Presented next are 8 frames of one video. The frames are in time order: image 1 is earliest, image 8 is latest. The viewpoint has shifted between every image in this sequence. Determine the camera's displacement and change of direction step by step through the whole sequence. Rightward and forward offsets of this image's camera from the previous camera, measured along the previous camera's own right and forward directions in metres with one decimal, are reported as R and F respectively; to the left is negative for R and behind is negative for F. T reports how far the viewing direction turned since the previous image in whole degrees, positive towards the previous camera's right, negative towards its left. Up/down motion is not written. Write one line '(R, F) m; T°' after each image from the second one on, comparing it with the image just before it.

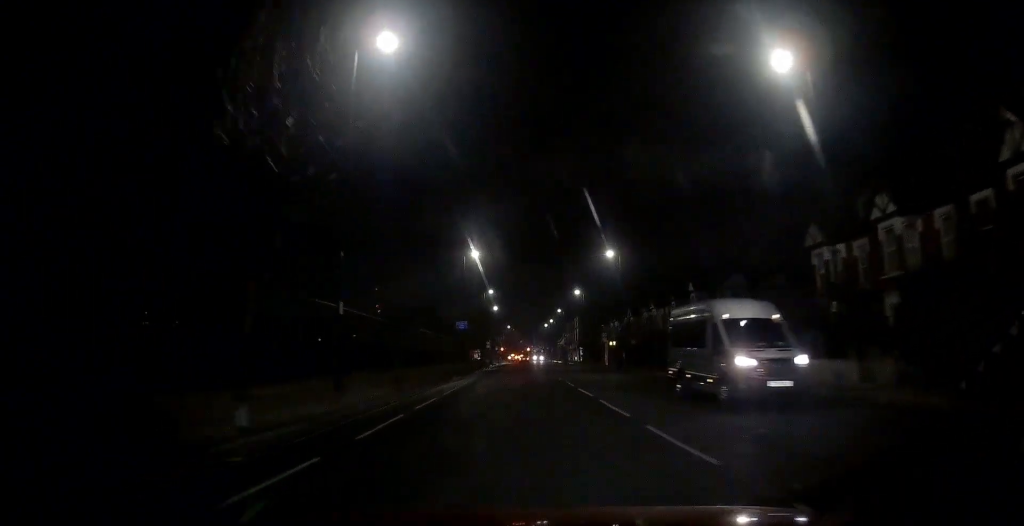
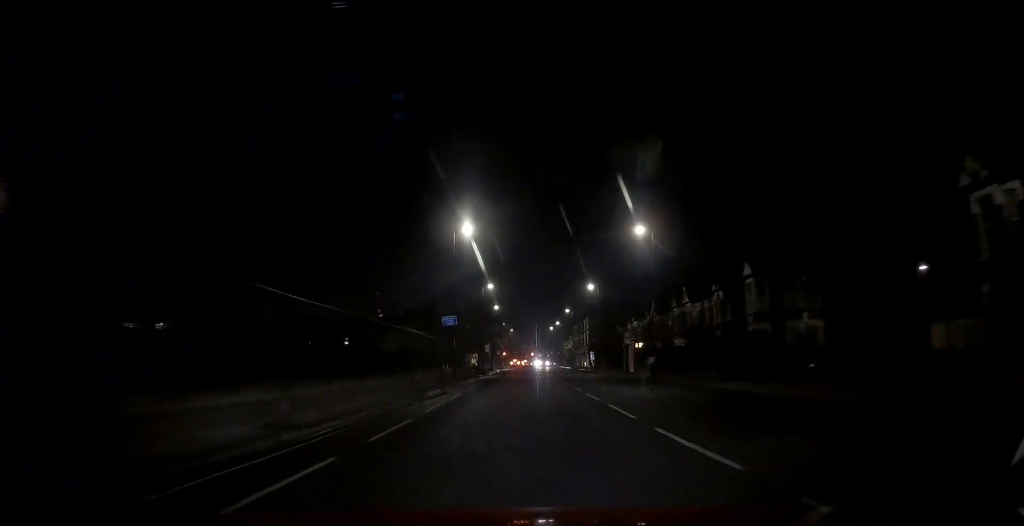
(0.0, +12.1) m; -1°
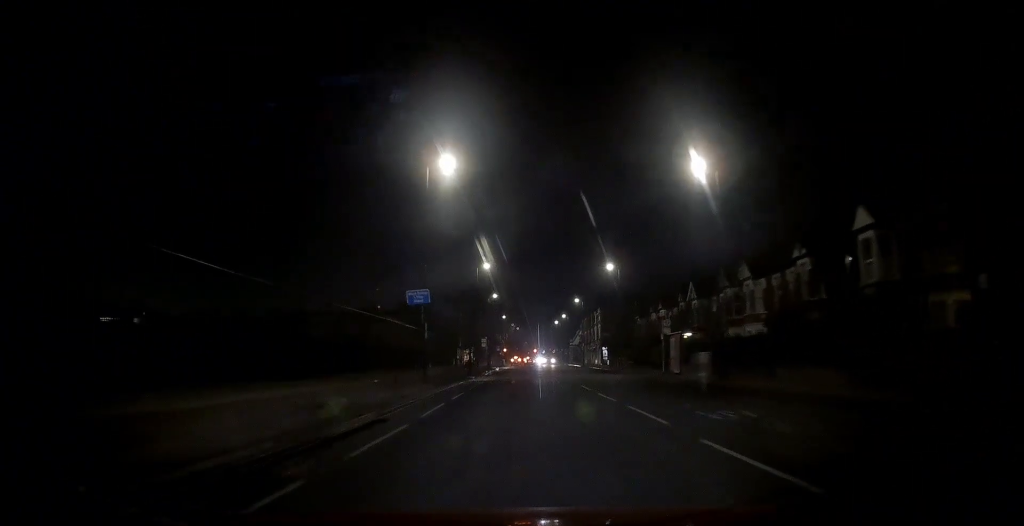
(-0.1, +14.0) m; -1°
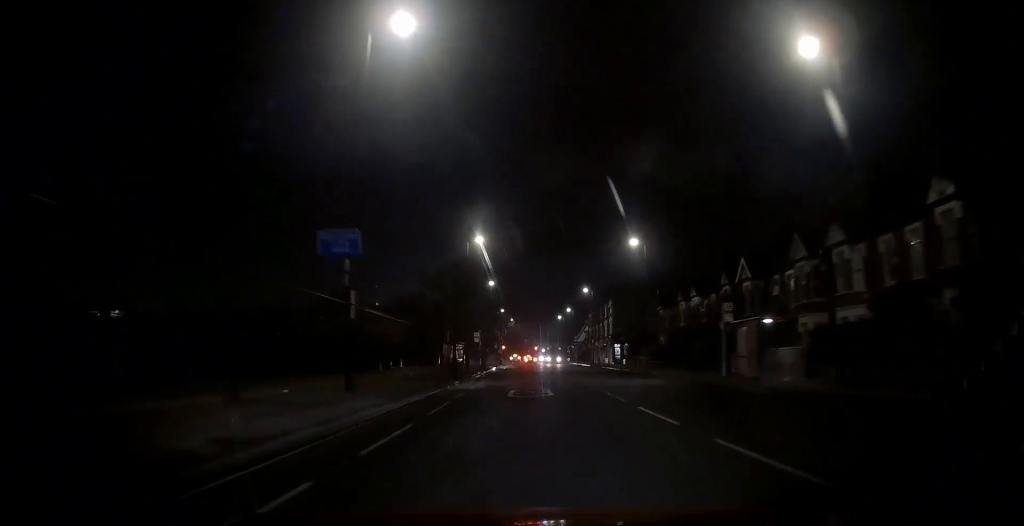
(-0.1, +12.6) m; 0°
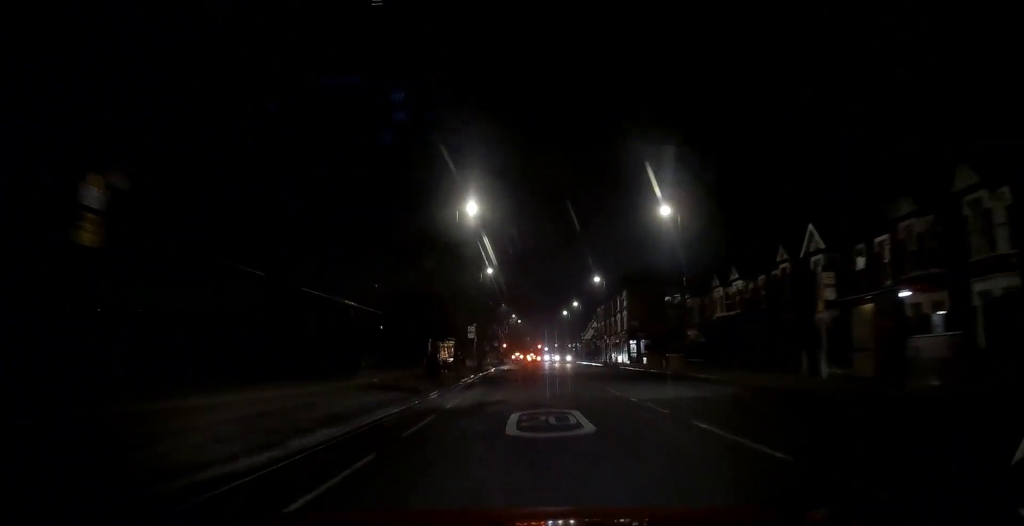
(+0.1, +10.2) m; 0°
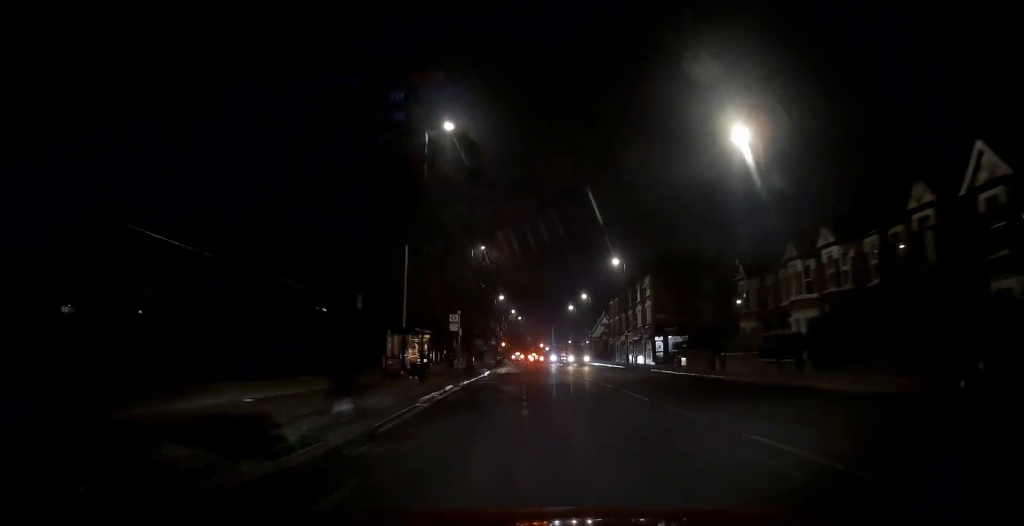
(-0.1, +13.9) m; 0°
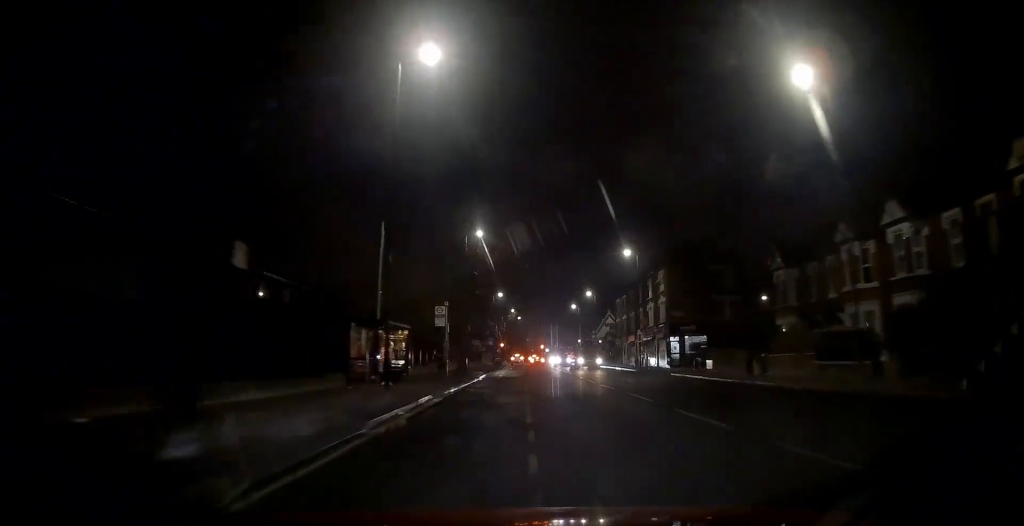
(0.0, +6.4) m; 0°
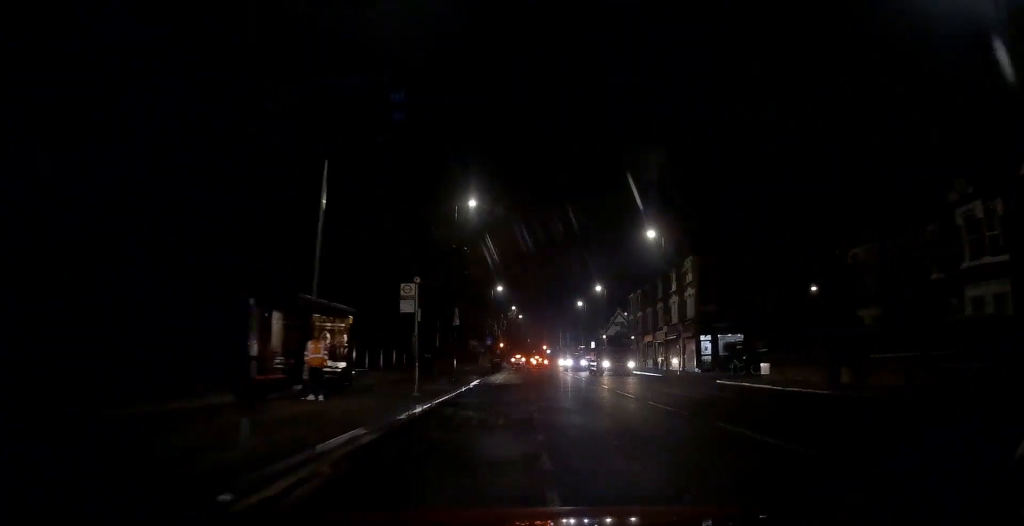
(0.0, +9.3) m; 0°
